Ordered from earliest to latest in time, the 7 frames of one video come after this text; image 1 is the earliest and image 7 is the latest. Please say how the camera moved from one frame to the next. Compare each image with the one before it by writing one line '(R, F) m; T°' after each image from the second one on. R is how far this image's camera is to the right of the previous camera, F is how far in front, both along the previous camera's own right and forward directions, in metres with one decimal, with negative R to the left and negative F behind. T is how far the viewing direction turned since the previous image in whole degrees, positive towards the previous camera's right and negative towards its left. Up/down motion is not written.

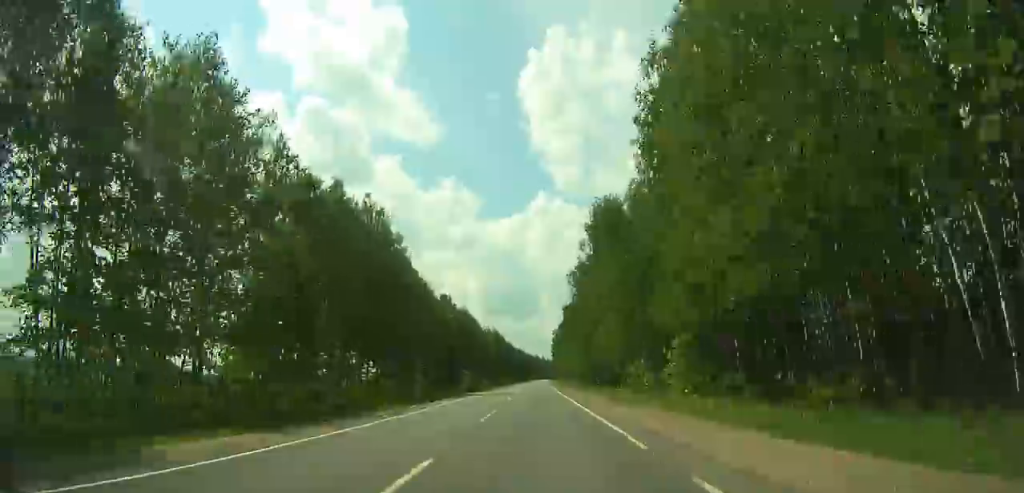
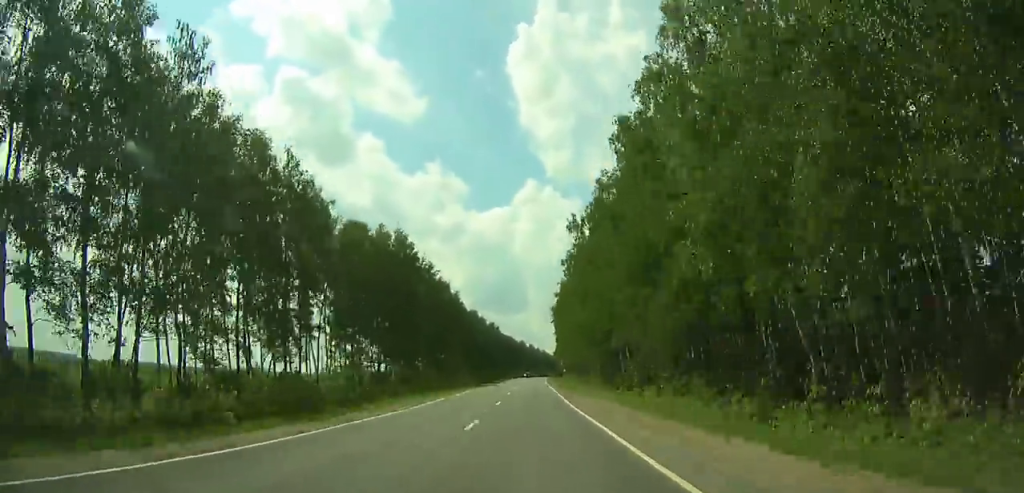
(-0.5, +162.3) m; 0°
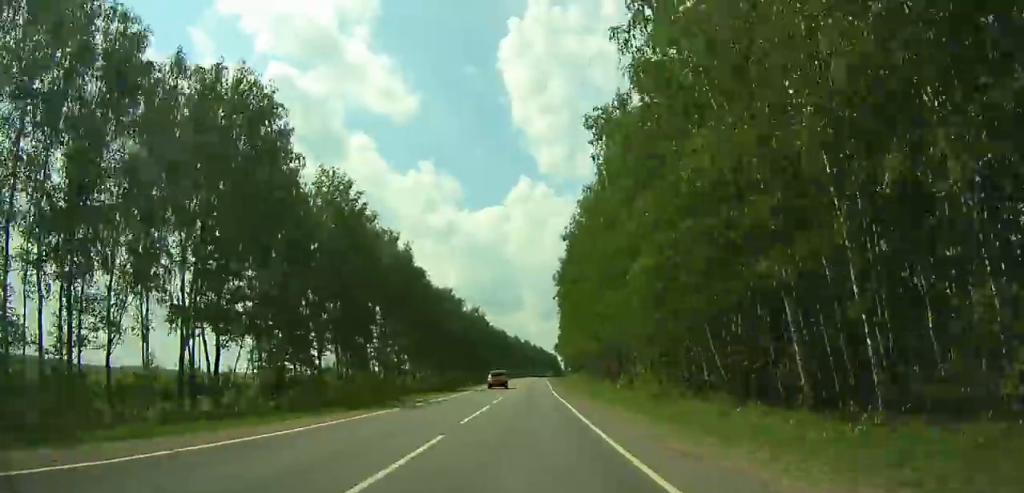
(+0.2, +50.1) m; 0°
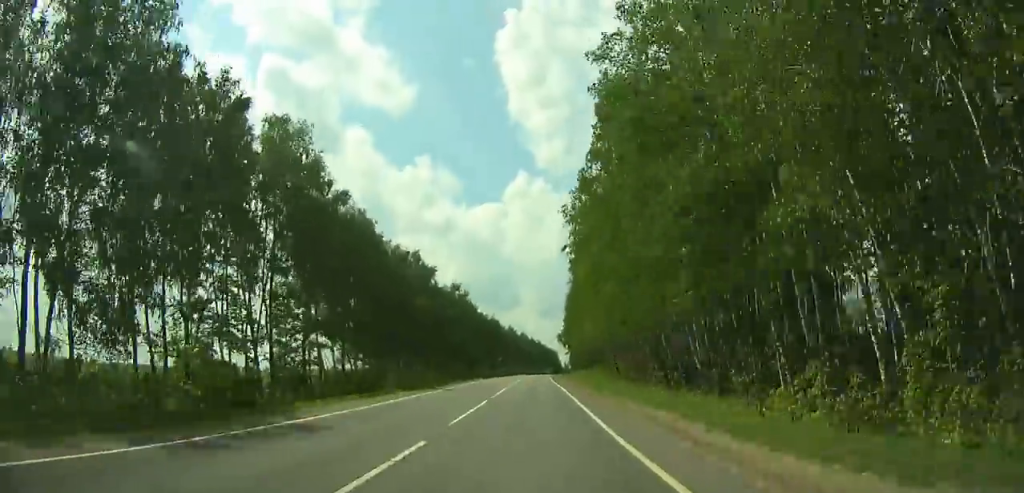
(+0.1, +38.9) m; 0°
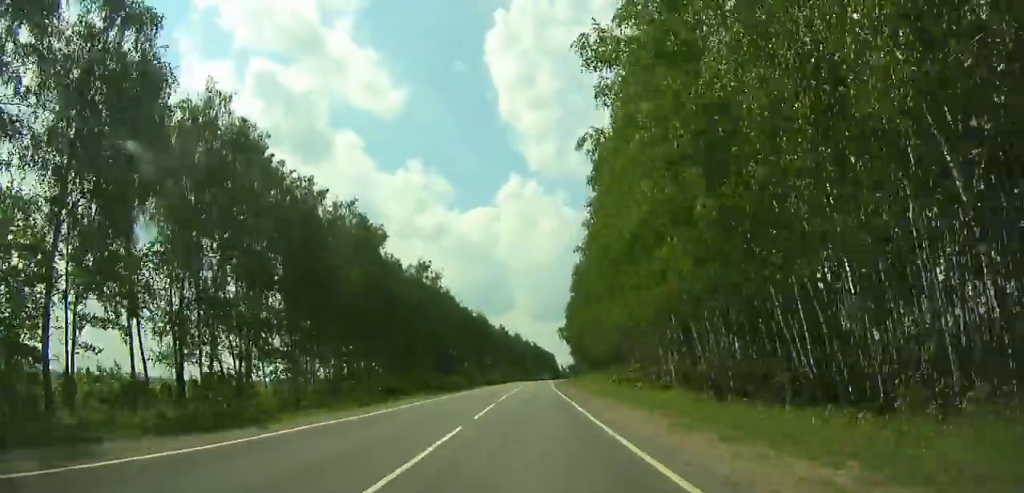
(0.0, +32.1) m; 0°
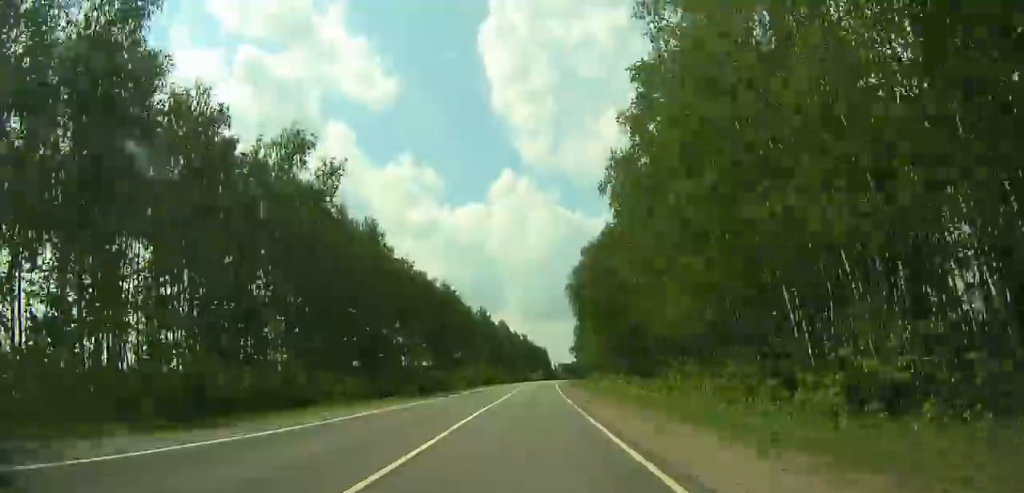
(+0.3, +52.3) m; +1°
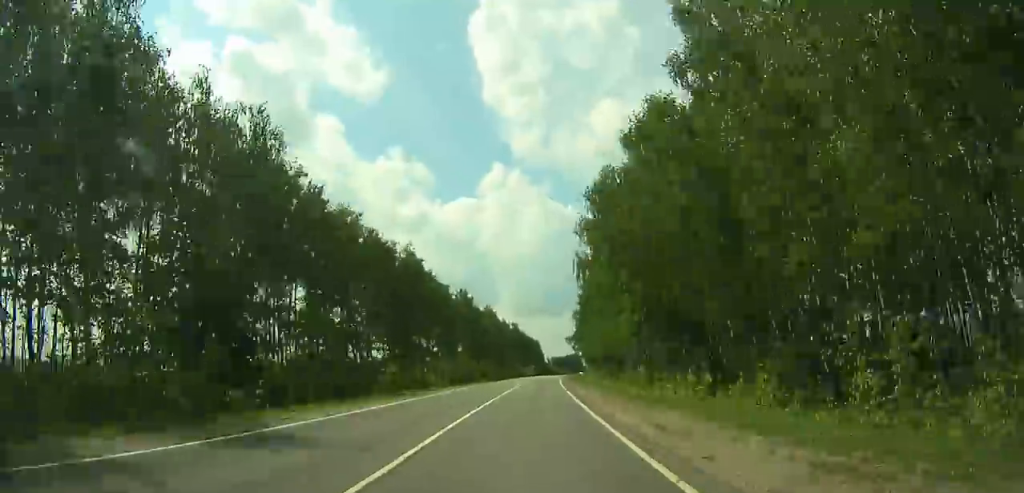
(-0.1, +28.6) m; +1°
